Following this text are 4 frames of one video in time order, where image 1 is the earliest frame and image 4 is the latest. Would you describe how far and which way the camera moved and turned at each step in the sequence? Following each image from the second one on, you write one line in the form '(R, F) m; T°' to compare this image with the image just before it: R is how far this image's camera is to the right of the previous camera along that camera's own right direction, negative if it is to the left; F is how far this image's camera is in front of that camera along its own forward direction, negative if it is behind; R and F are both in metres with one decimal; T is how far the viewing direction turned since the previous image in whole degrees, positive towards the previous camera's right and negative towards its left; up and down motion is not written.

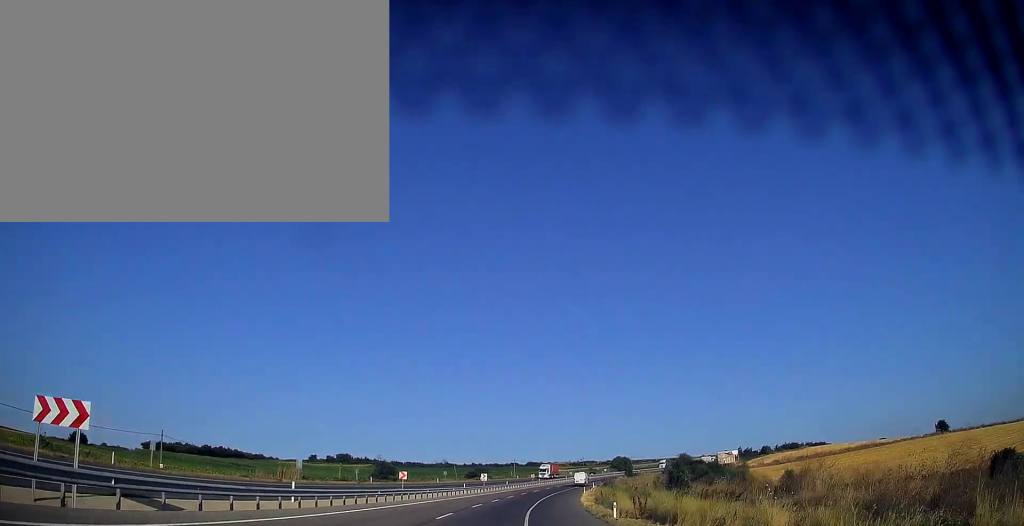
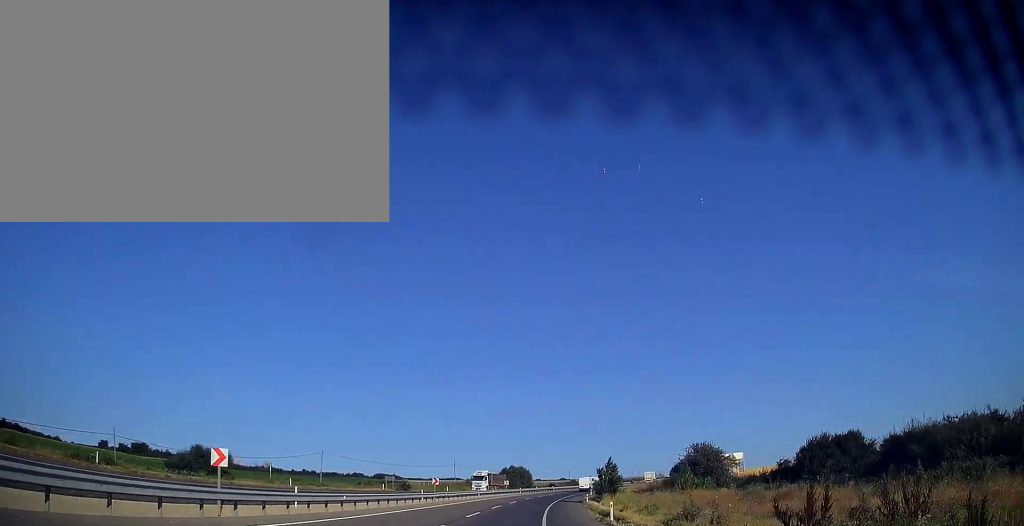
(+10.5, +101.3) m; +12°
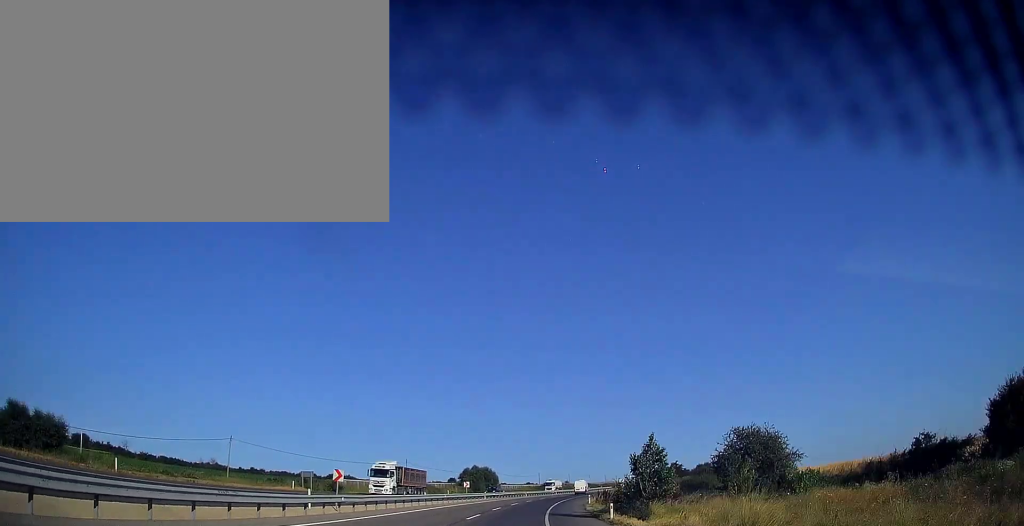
(+0.7, +24.2) m; +3°
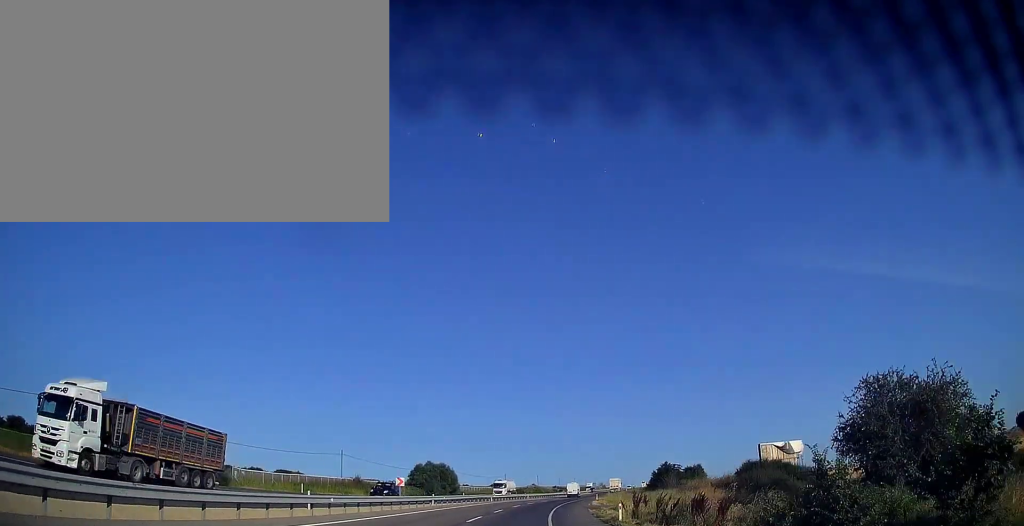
(+0.6, +26.1) m; +3°
